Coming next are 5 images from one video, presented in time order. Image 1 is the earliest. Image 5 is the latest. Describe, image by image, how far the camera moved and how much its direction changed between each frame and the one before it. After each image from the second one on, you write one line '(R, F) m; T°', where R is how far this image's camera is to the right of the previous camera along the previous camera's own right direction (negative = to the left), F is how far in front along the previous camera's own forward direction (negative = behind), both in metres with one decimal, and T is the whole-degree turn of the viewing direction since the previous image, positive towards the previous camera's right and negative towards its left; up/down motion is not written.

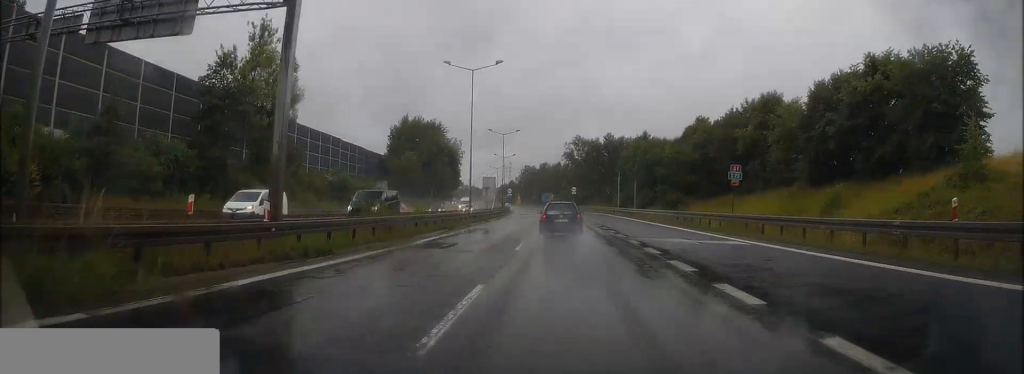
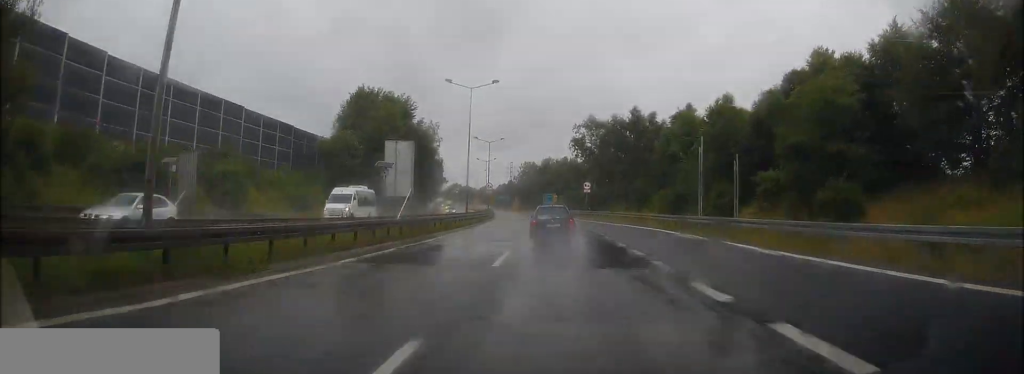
(-0.2, +39.4) m; -1°
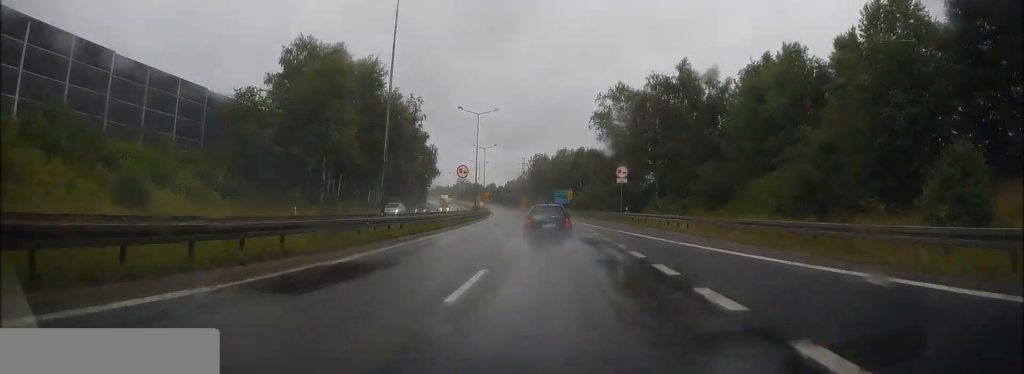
(-0.2, +28.9) m; -1°
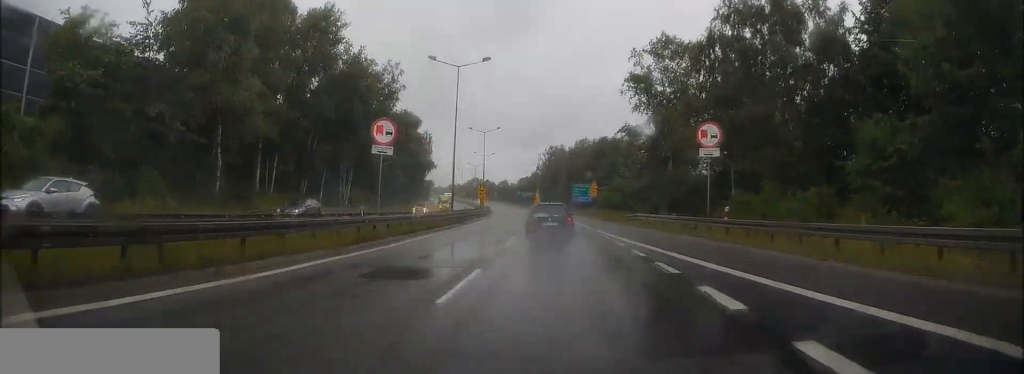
(-0.4, +24.0) m; -2°
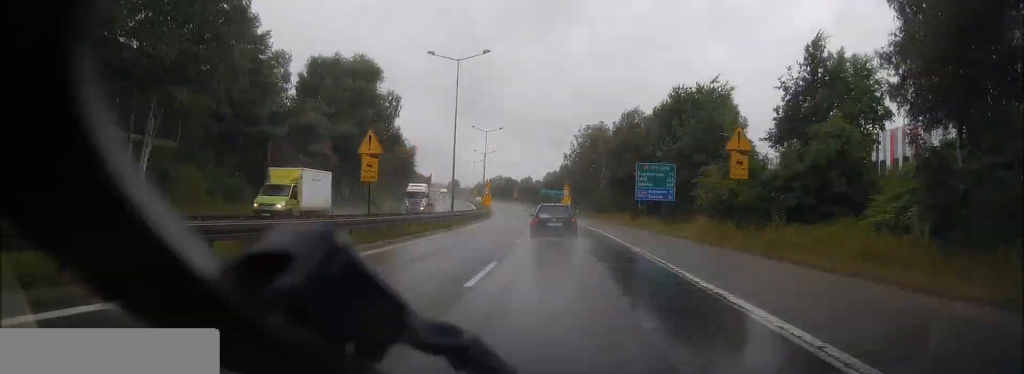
(-0.9, +45.7) m; -3°
